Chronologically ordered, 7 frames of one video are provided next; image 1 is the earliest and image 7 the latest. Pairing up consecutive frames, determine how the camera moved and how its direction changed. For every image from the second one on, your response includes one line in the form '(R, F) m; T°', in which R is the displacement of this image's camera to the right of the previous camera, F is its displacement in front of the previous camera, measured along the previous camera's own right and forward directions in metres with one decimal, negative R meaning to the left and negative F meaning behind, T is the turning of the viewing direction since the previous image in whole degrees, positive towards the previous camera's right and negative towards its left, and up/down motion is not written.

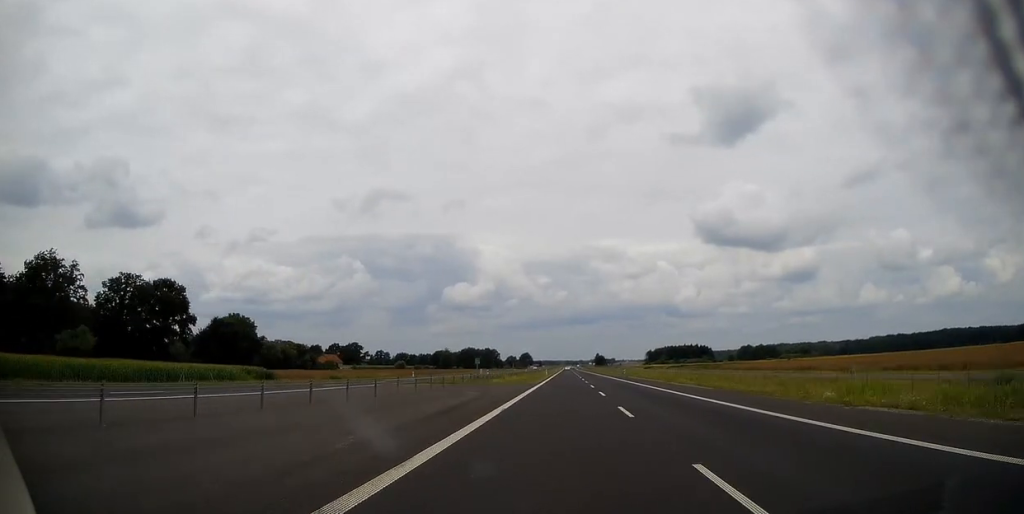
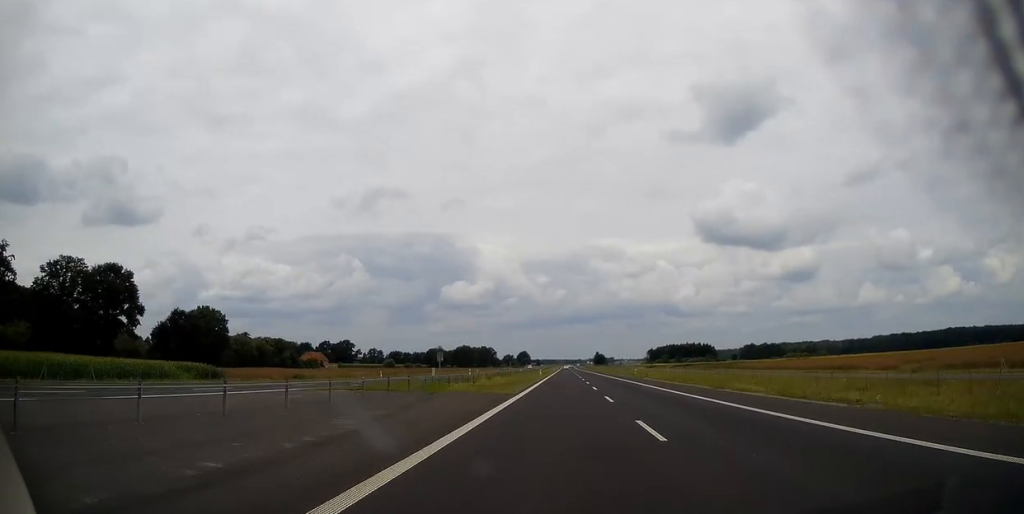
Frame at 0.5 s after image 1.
(0.0, +17.5) m; 0°
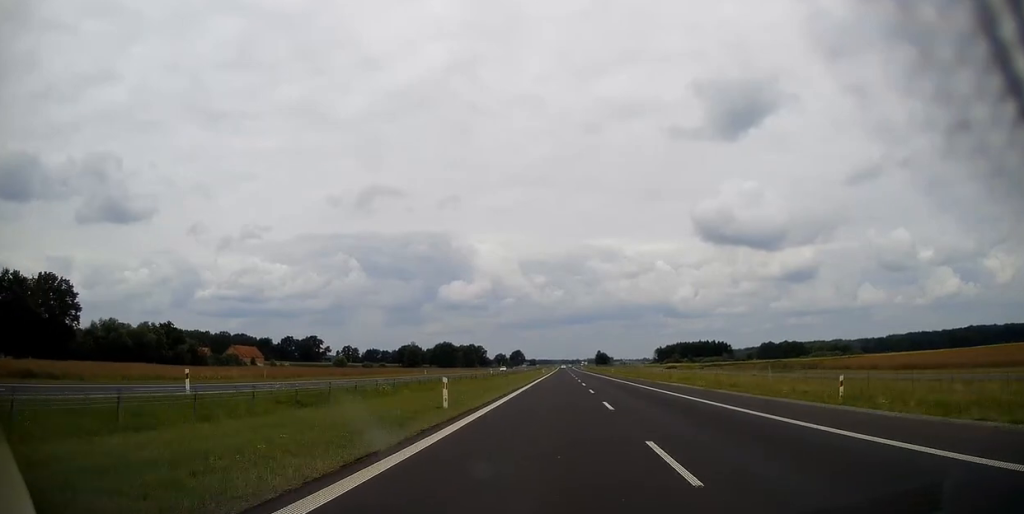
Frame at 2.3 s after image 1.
(+0.2, +64.1) m; 0°
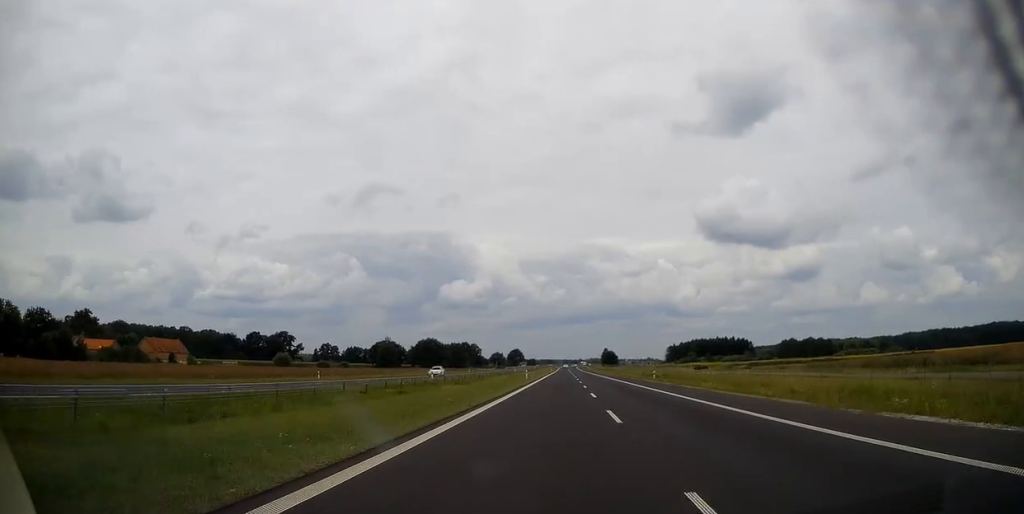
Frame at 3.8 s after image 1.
(+0.1, +51.3) m; 0°
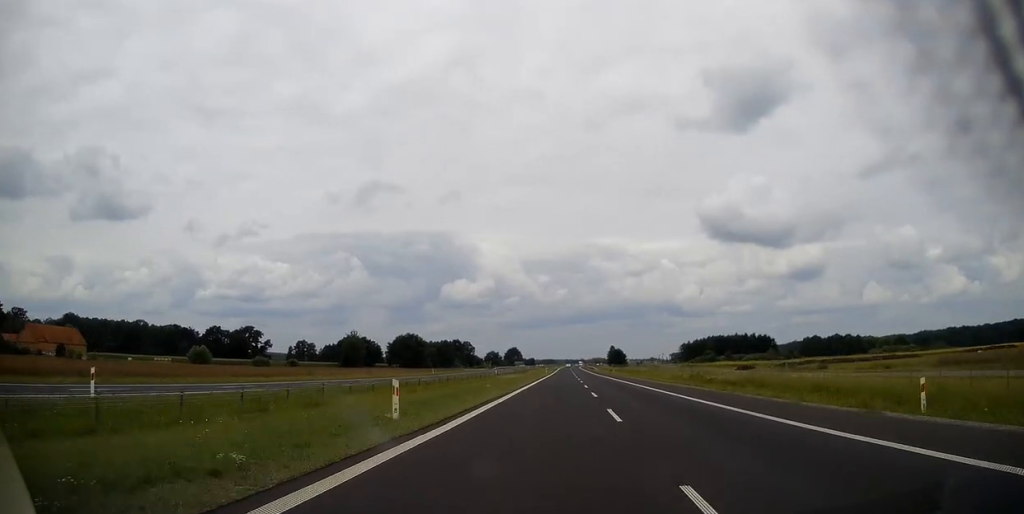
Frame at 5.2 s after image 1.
(0.0, +47.9) m; 0°
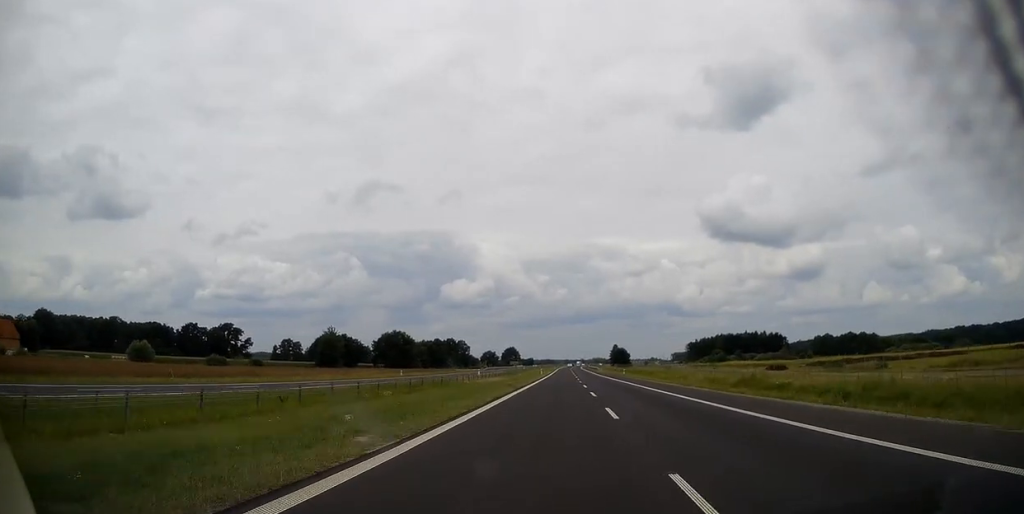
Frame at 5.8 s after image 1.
(-0.1, +23.3) m; 0°
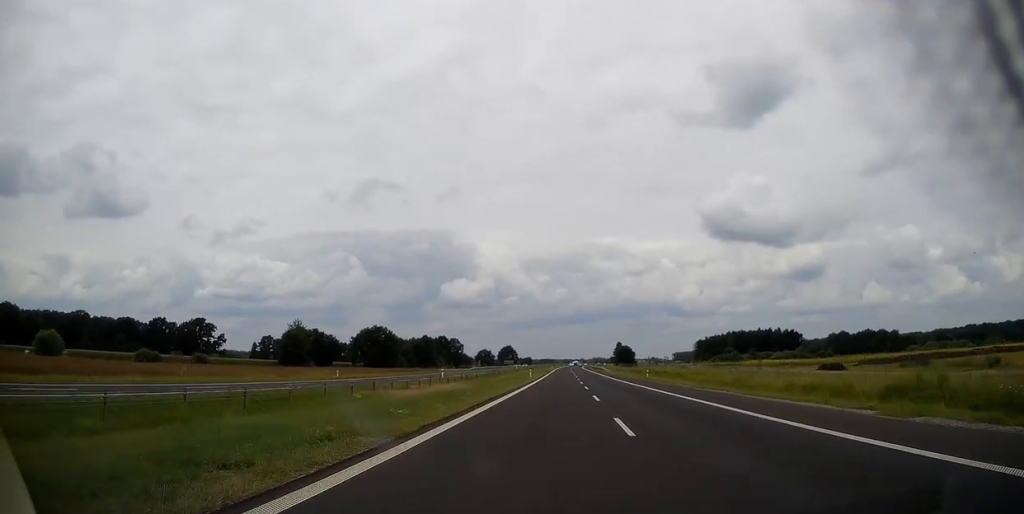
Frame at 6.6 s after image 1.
(0.0, +28.0) m; 0°
